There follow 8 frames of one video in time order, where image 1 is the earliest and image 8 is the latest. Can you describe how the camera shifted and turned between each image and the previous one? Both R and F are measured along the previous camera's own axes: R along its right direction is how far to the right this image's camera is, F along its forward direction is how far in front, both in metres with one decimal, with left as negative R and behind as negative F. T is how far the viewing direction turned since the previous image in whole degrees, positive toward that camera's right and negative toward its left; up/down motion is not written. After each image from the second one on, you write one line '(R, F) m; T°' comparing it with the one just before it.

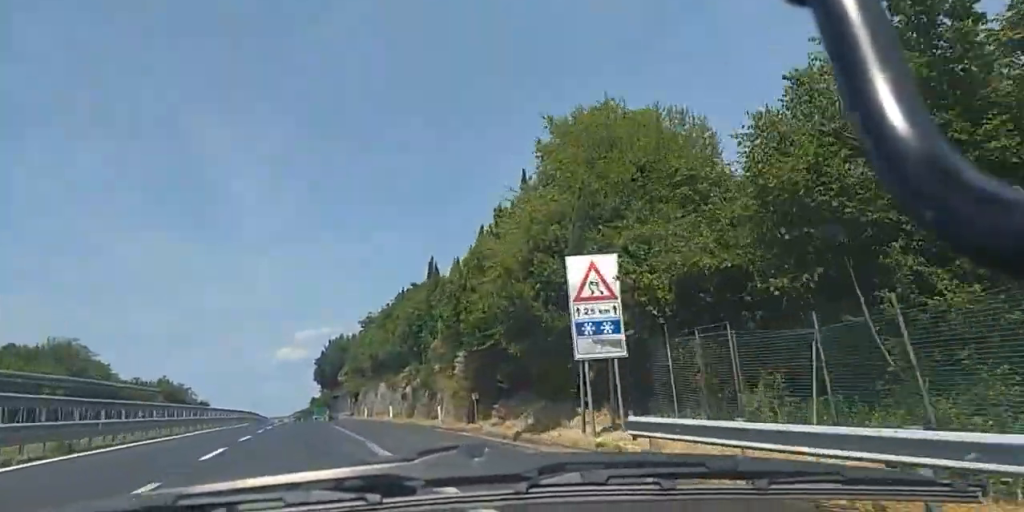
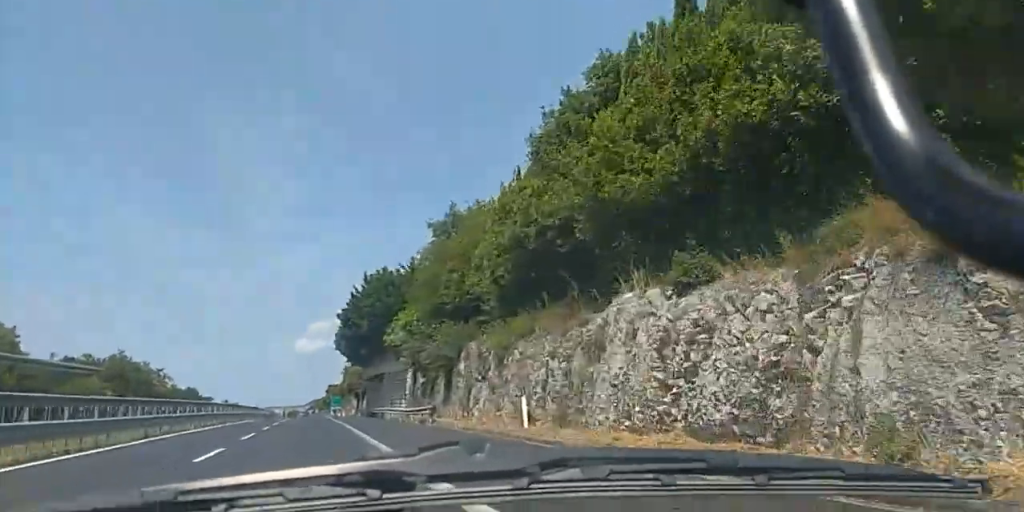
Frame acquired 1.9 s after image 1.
(-0.5, +59.6) m; -1°
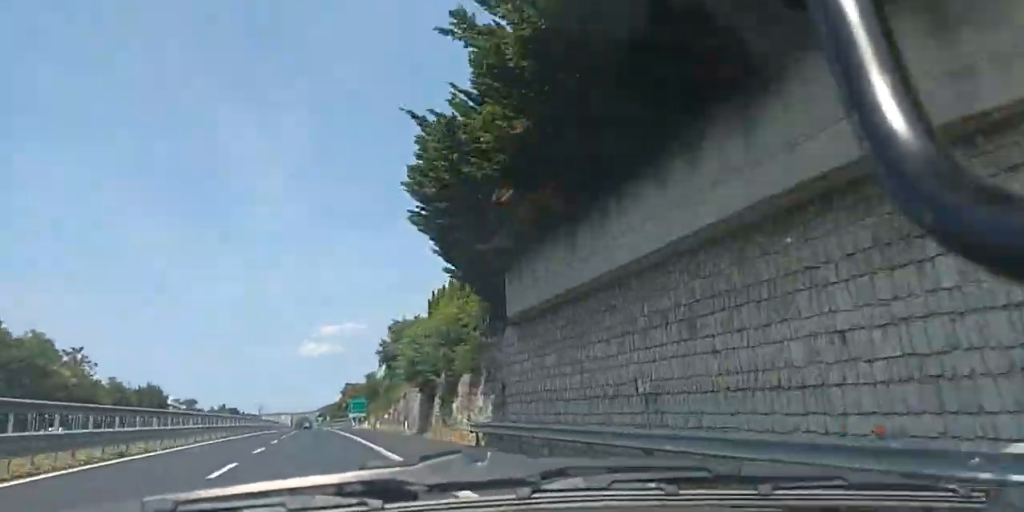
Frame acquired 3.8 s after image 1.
(+0.1, +58.6) m; 0°
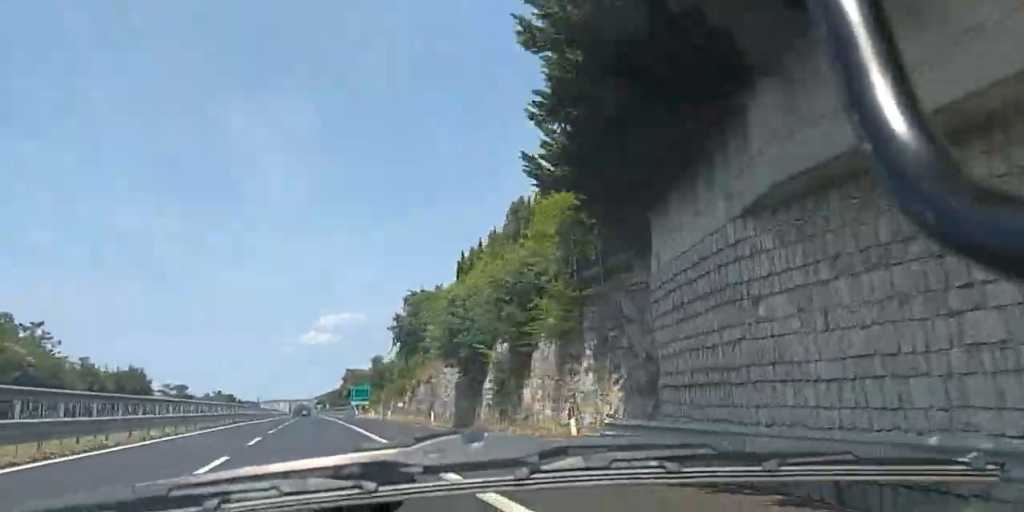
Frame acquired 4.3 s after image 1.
(+0.2, +13.8) m; 0°
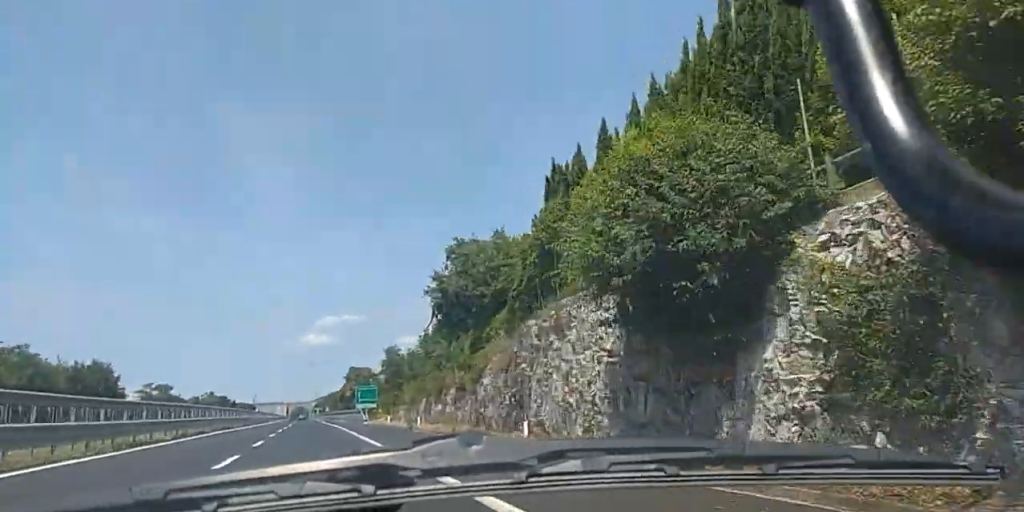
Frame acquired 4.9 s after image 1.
(-0.2, +20.2) m; 0°
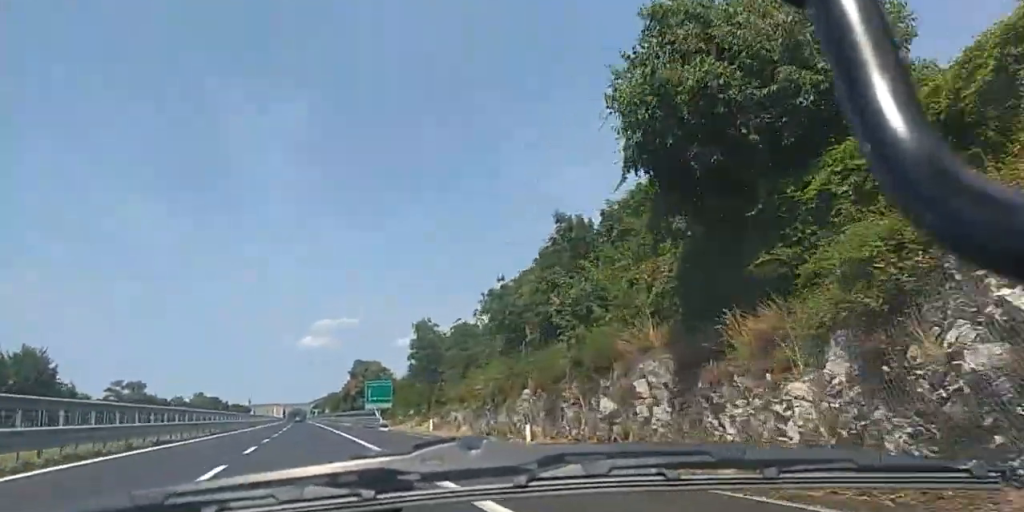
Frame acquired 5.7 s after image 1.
(-0.1, +25.7) m; 0°
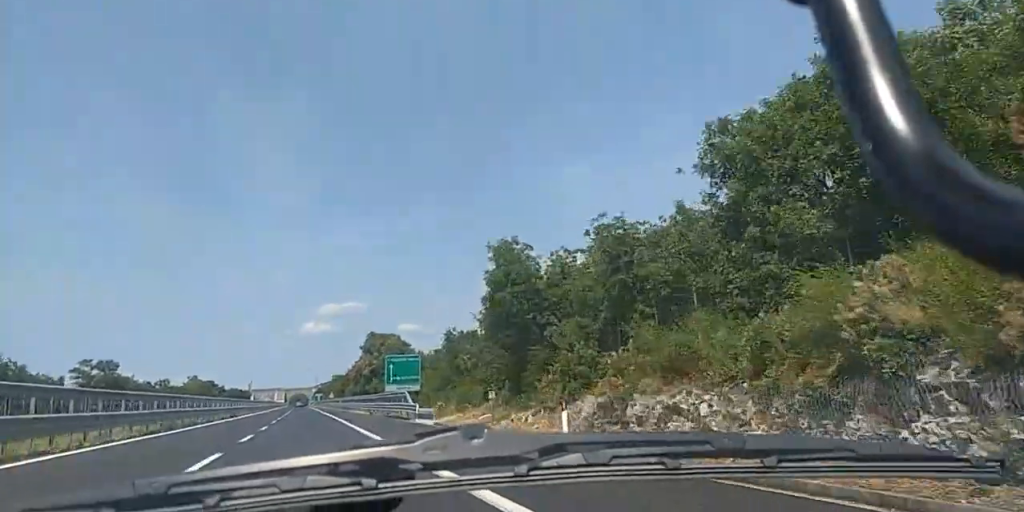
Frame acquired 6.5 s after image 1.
(0.0, +22.8) m; 0°
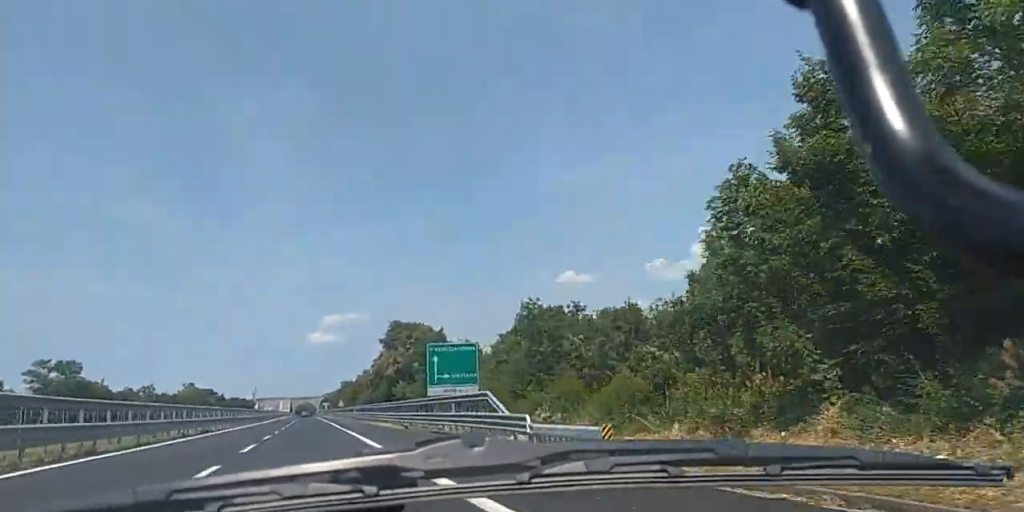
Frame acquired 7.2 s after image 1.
(+0.3, +24.0) m; -1°
